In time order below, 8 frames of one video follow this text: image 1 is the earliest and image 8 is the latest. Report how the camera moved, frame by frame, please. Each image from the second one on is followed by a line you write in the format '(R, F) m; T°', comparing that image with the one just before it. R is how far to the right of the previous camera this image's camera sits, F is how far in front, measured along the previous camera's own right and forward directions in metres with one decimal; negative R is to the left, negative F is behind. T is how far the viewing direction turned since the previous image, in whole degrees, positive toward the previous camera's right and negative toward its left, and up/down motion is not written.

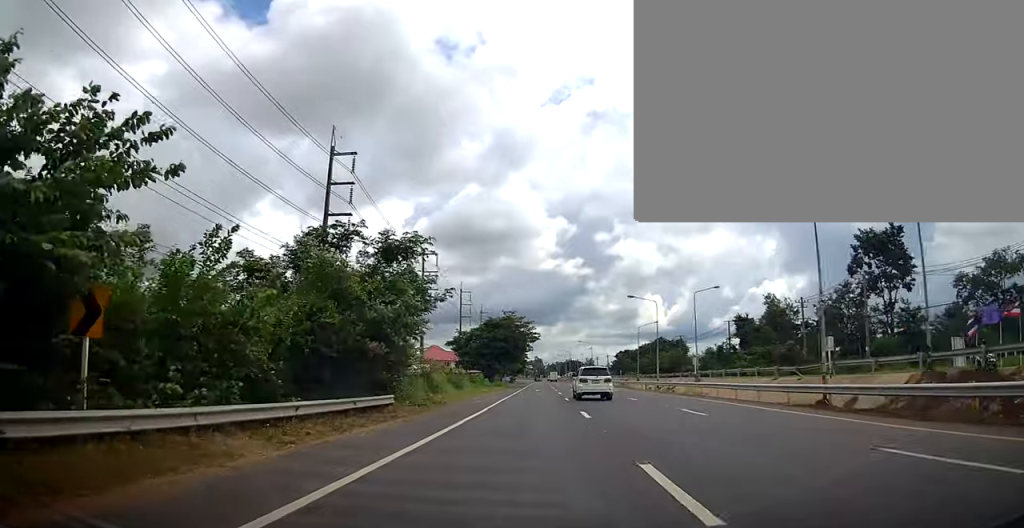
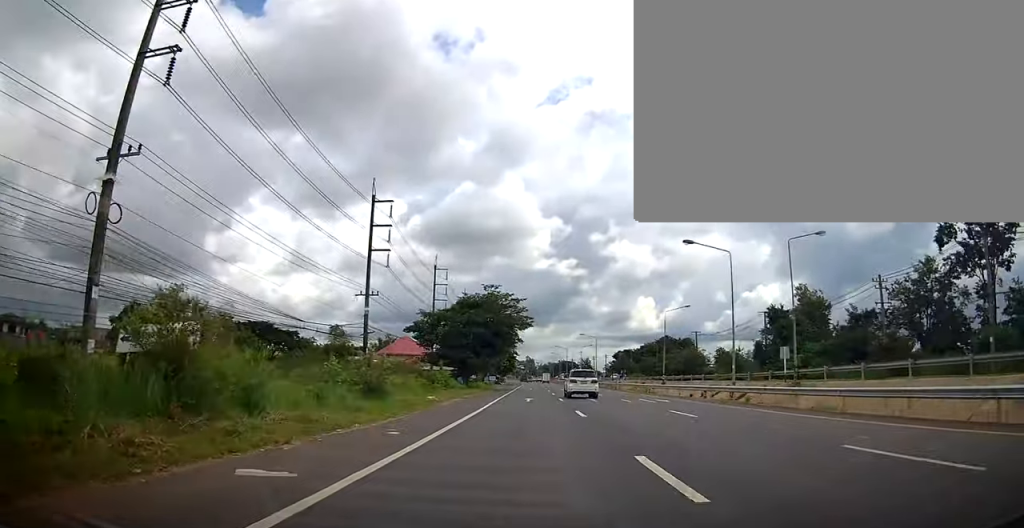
(+0.5, +23.5) m; +1°
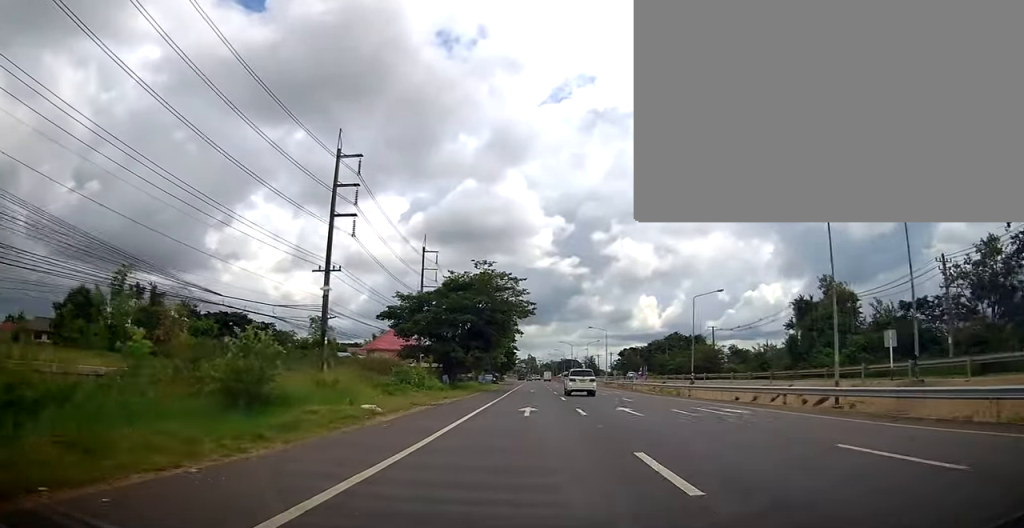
(+0.2, +11.8) m; 0°
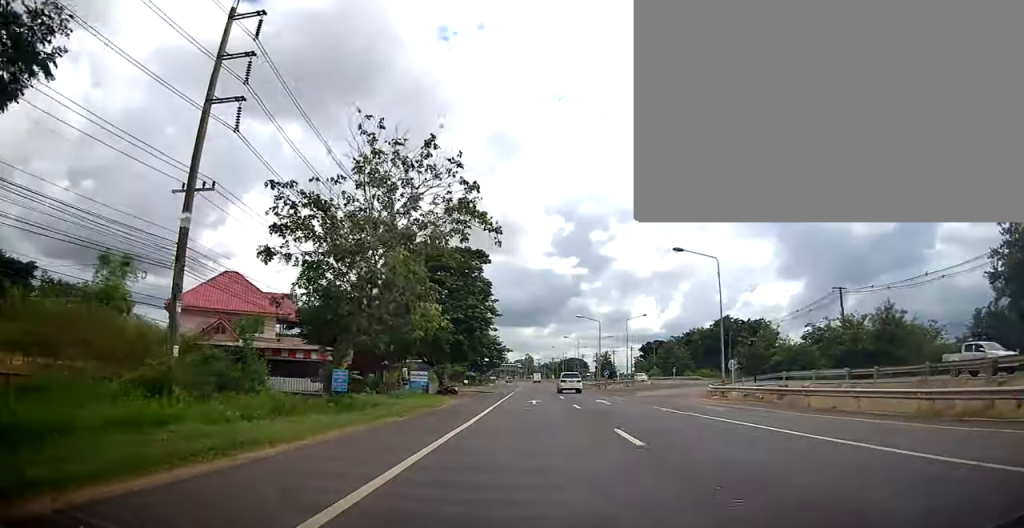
(-1.1, +56.4) m; -1°
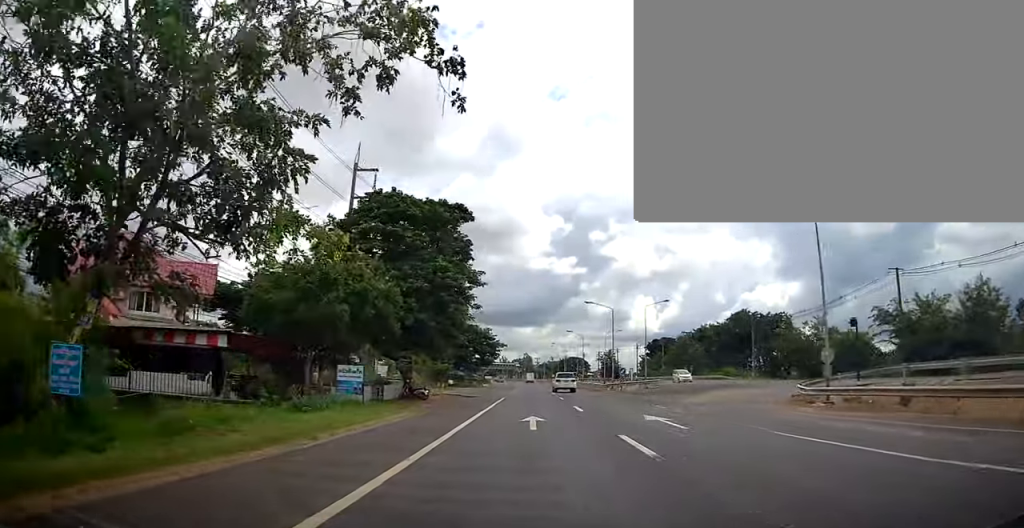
(+0.3, +13.2) m; +1°
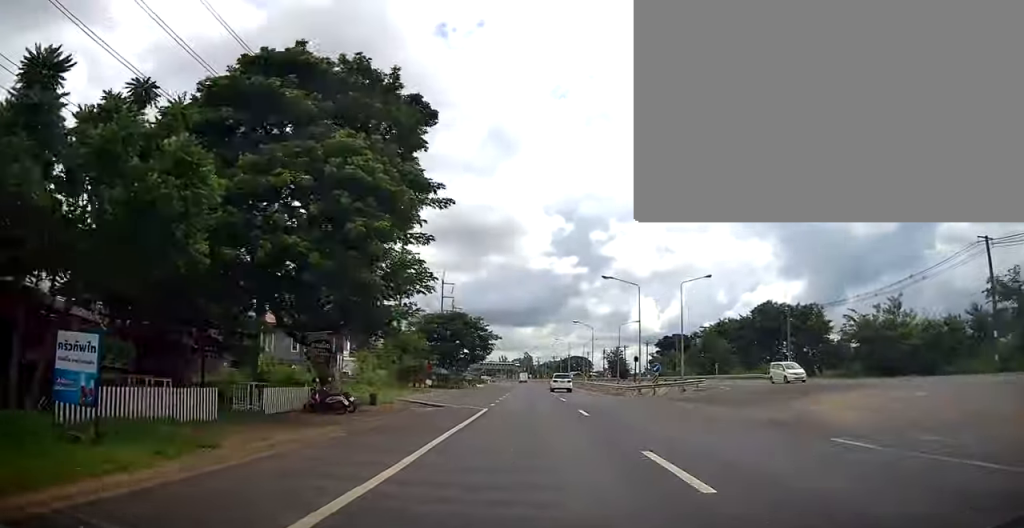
(+0.1, +14.8) m; 0°
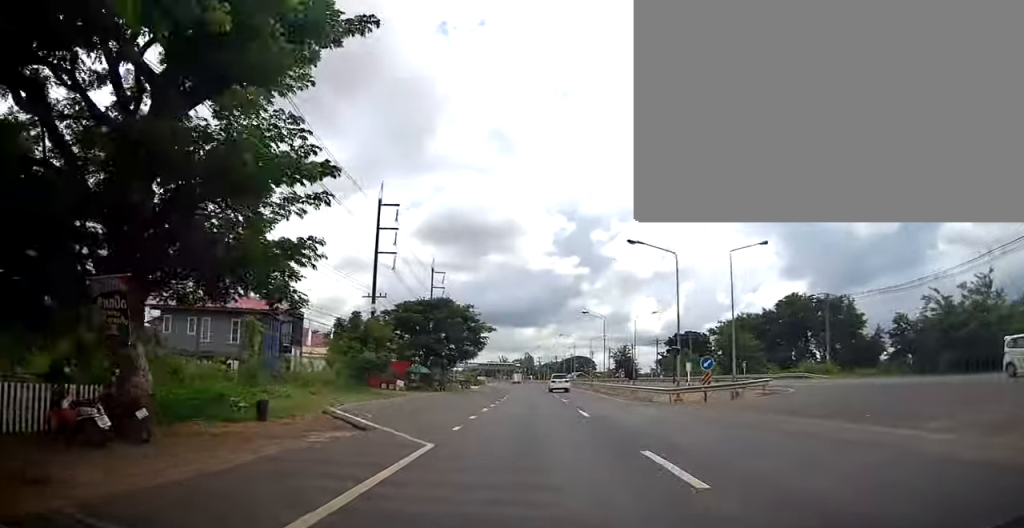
(0.0, +12.0) m; 0°
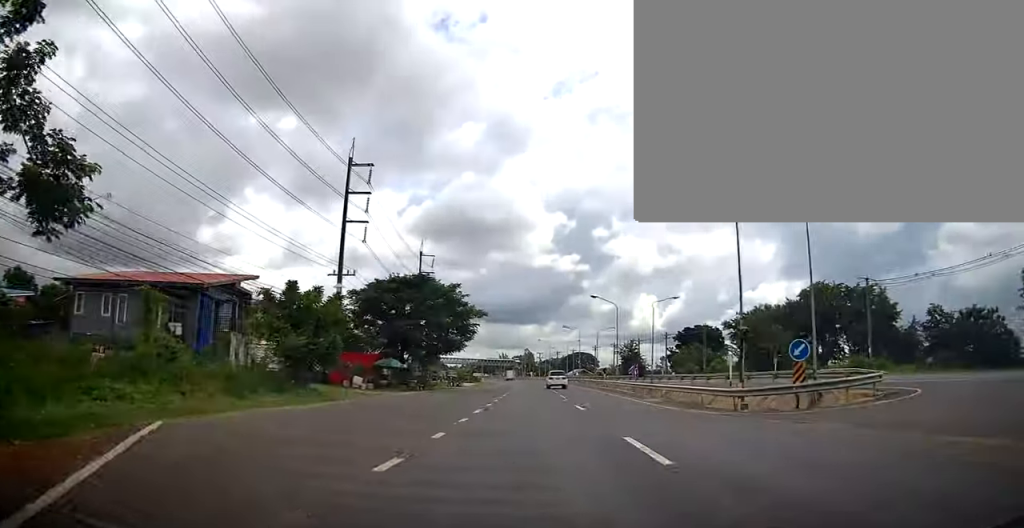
(-0.2, +10.5) m; 0°
